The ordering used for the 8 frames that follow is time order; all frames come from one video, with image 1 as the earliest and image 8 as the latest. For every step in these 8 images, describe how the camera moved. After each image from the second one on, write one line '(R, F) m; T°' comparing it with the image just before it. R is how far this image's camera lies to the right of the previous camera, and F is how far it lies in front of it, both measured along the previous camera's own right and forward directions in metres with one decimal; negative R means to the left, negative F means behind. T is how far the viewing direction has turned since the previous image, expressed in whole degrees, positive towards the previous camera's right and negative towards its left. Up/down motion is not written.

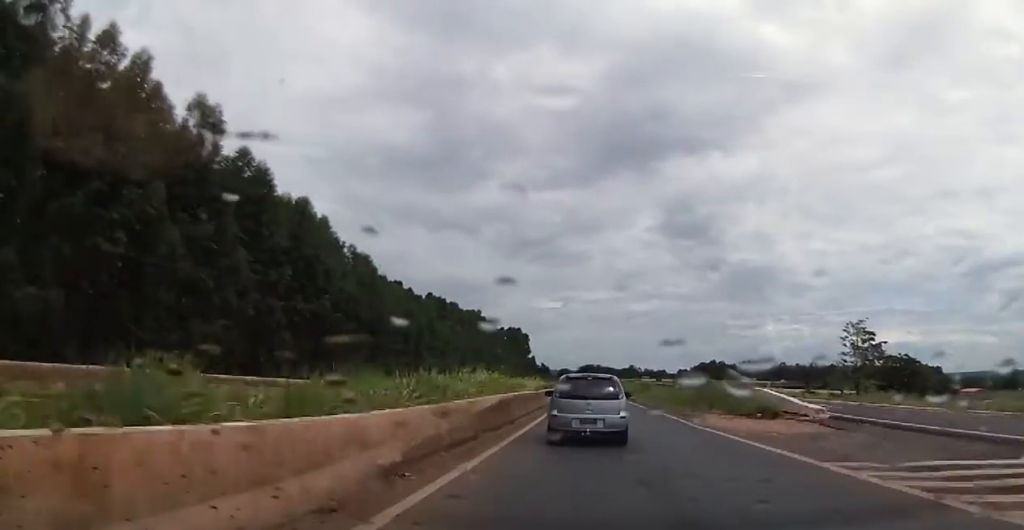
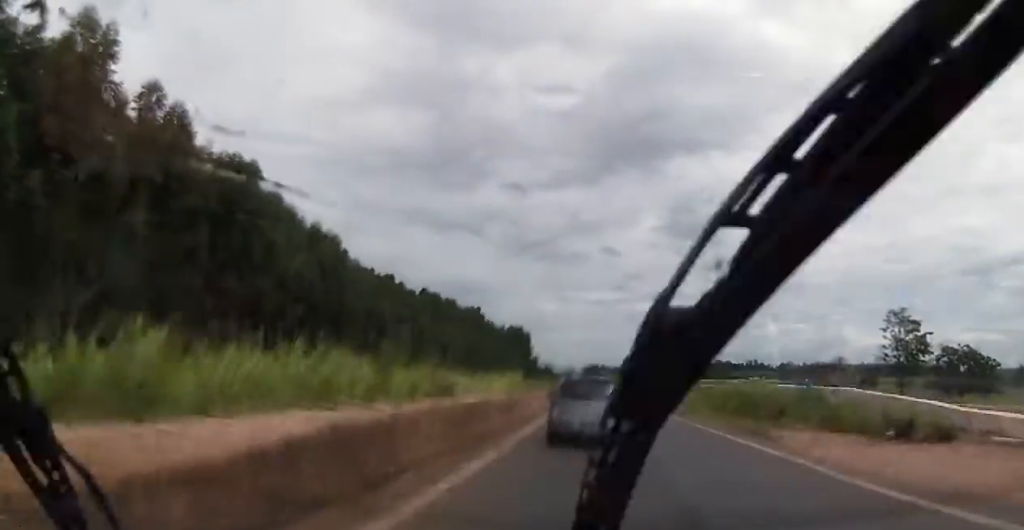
(0.0, +12.2) m; +1°
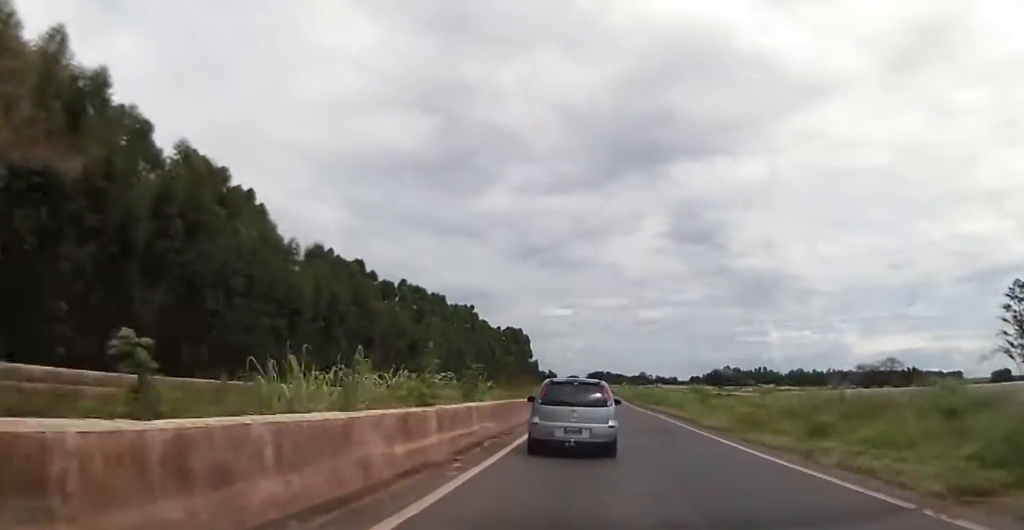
(0.0, +27.0) m; -2°
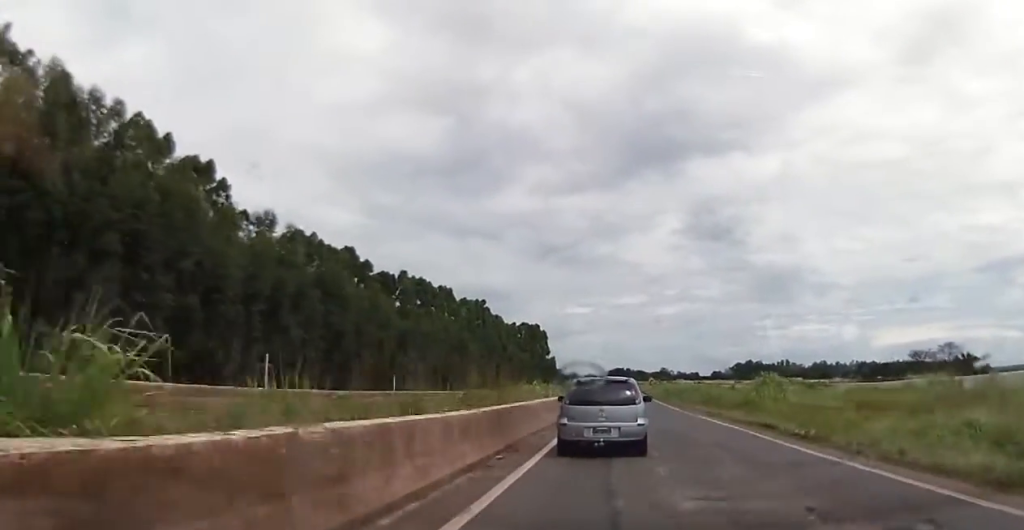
(-0.3, +17.4) m; 0°
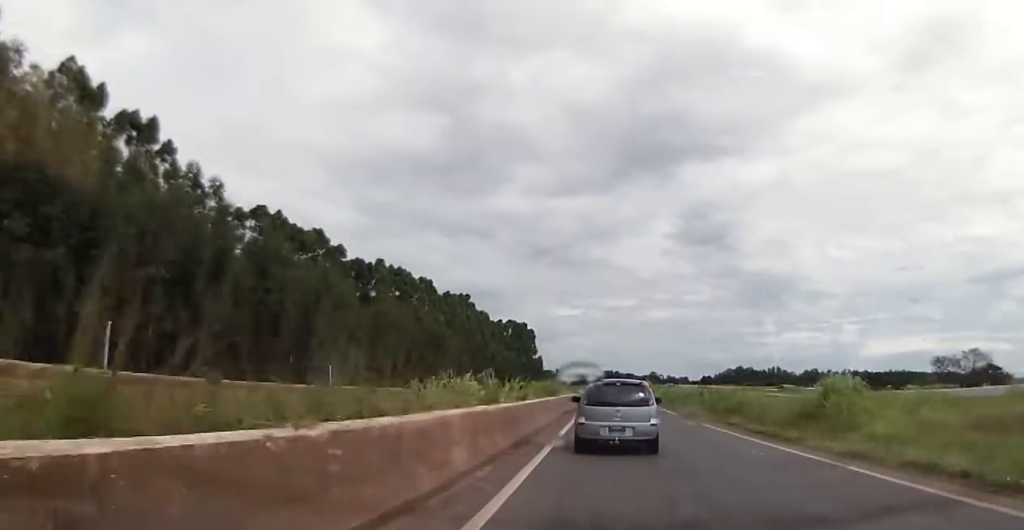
(+0.3, +12.5) m; +1°
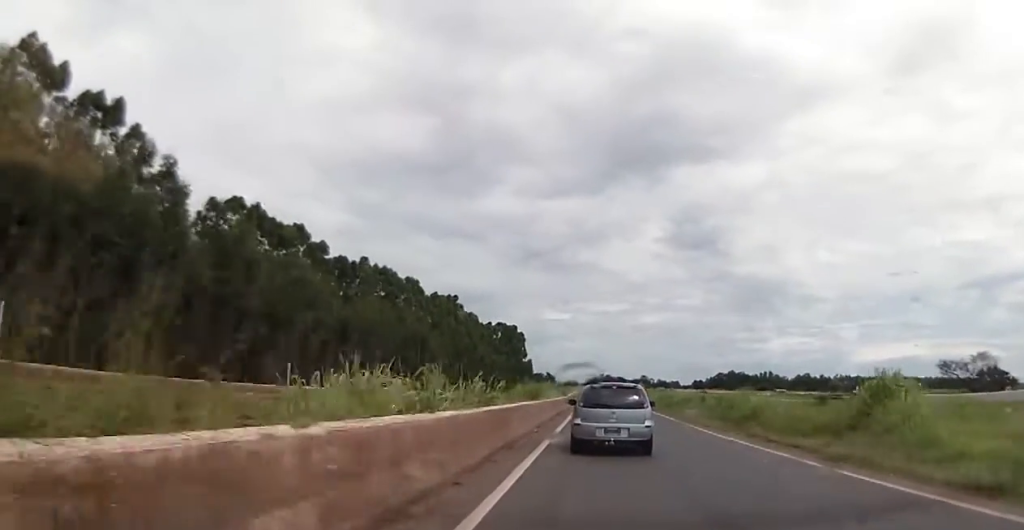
(+0.1, +5.1) m; 0°
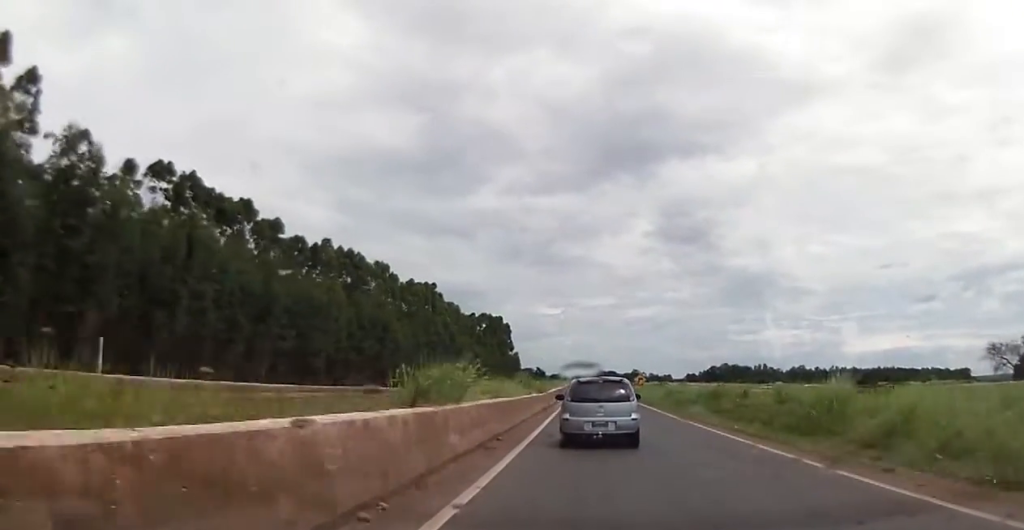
(-0.5, +15.9) m; -1°
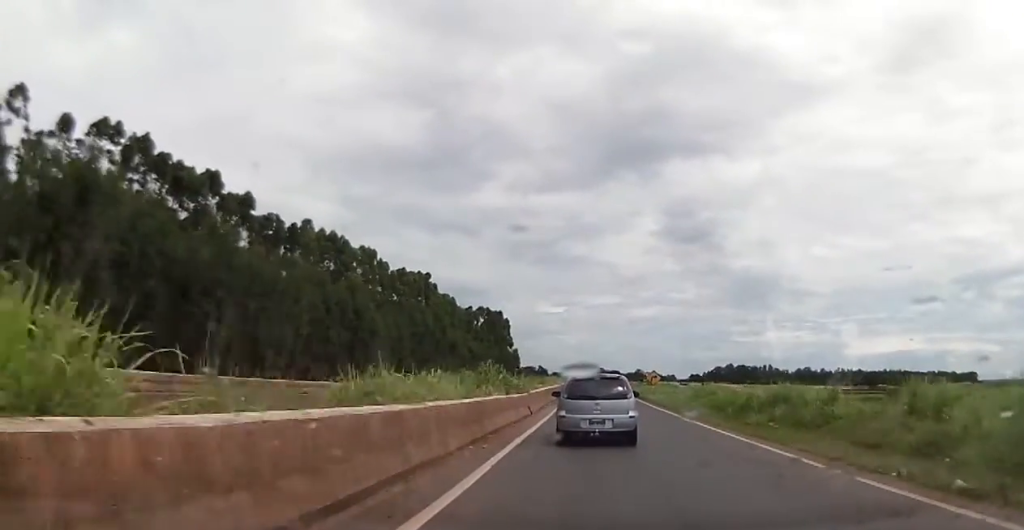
(0.0, +12.1) m; +1°
